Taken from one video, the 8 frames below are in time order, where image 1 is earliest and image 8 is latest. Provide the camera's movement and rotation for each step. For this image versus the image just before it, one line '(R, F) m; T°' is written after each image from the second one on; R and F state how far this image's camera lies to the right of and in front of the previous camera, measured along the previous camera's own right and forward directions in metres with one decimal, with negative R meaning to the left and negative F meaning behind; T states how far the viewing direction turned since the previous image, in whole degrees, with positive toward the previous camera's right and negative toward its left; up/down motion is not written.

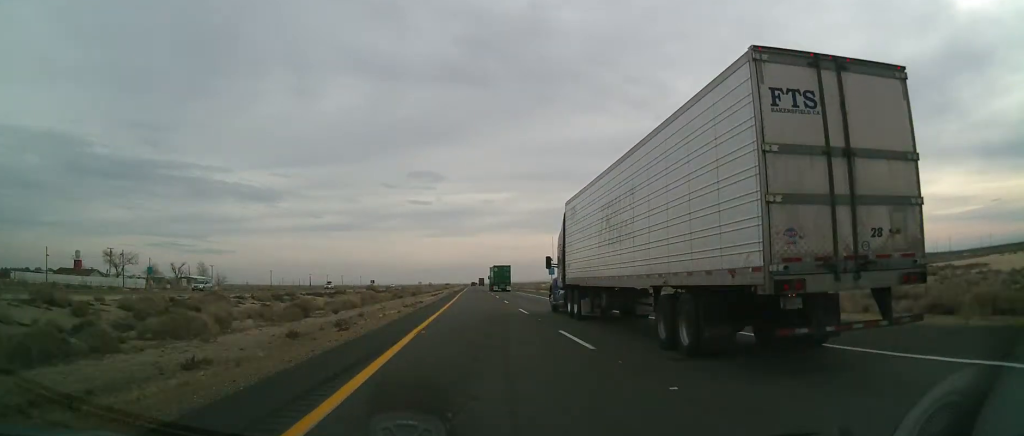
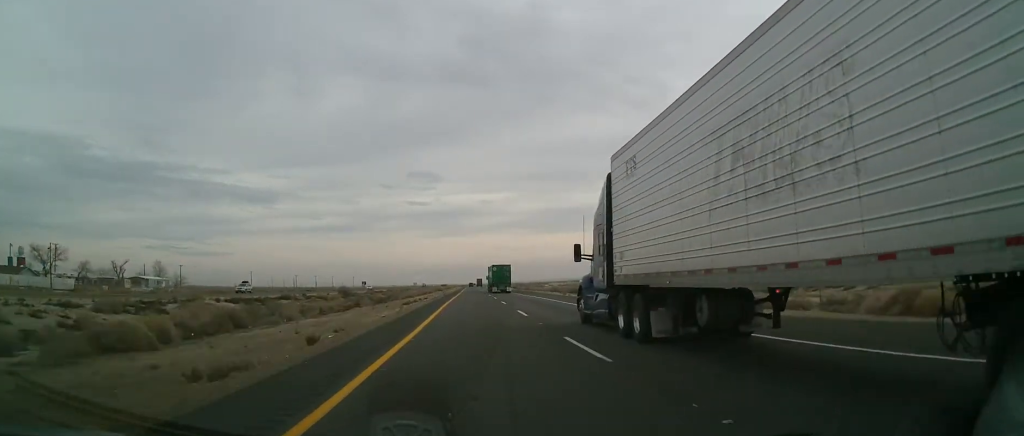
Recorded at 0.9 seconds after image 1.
(-0.3, +30.8) m; 0°
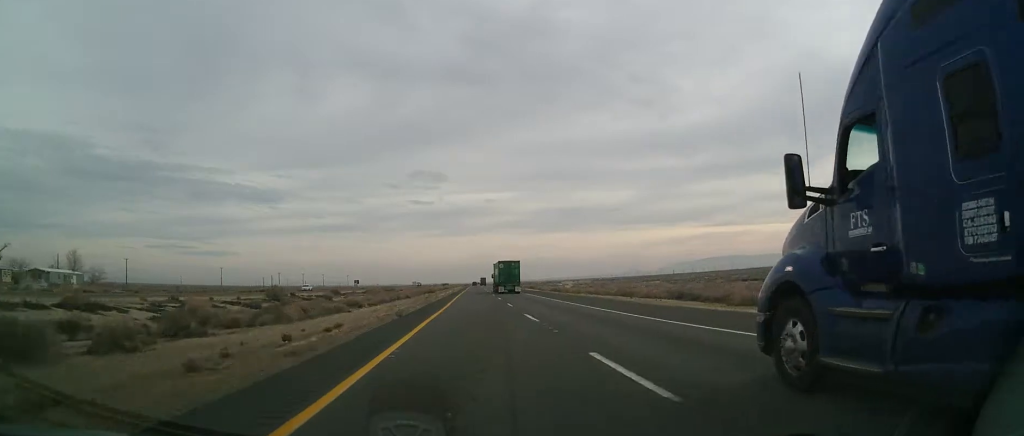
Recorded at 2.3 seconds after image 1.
(+0.5, +47.0) m; +1°
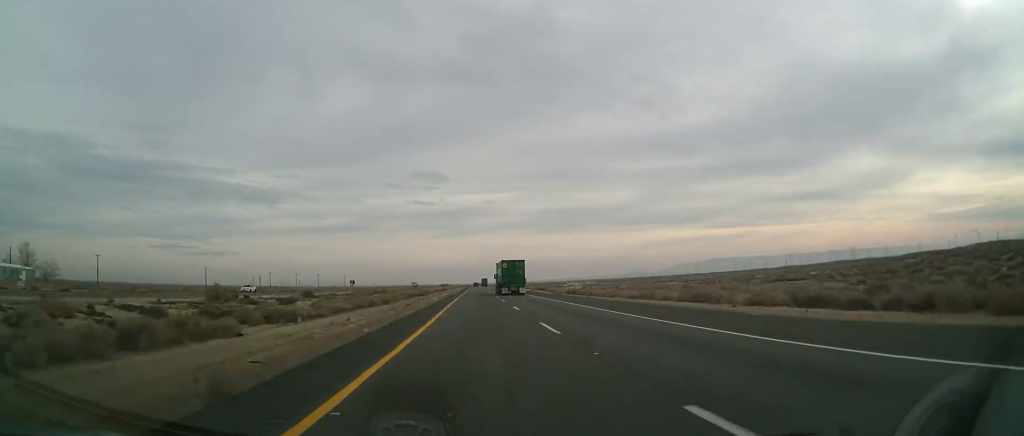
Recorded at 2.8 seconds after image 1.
(0.0, +19.5) m; -1°
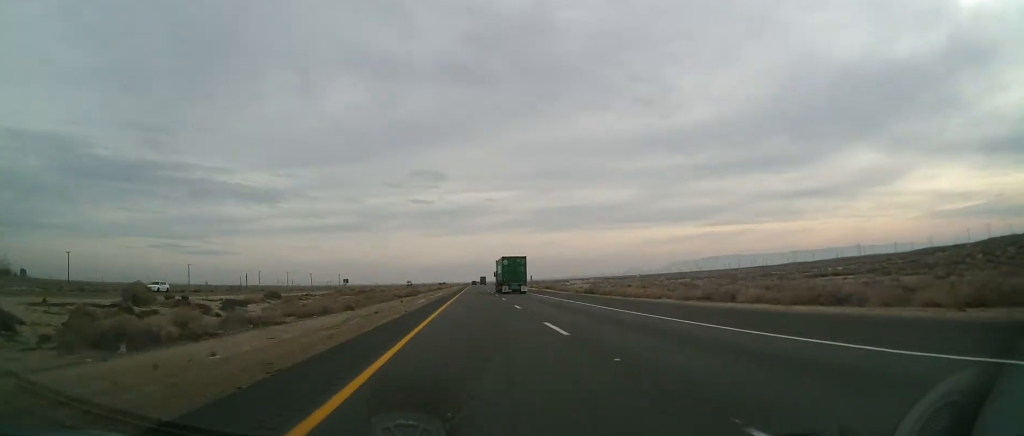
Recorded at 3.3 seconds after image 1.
(0.0, +16.1) m; 0°
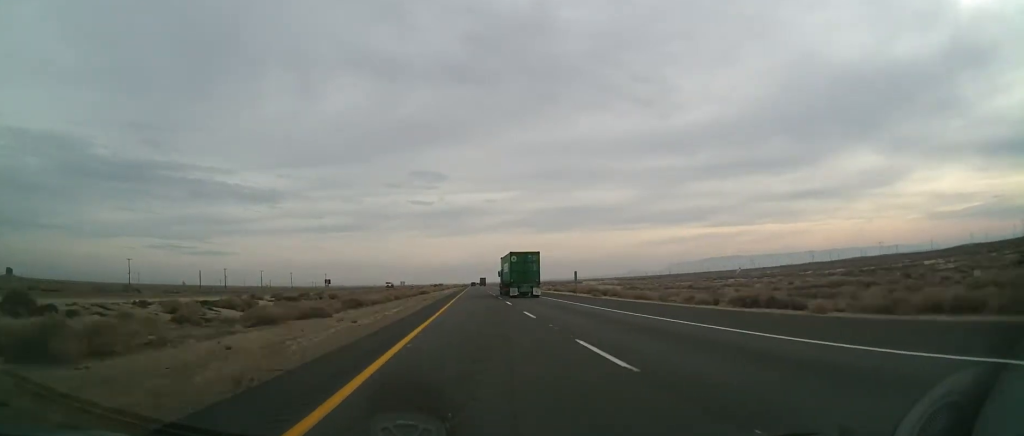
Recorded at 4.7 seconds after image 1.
(-0.2, +49.7) m; +1°
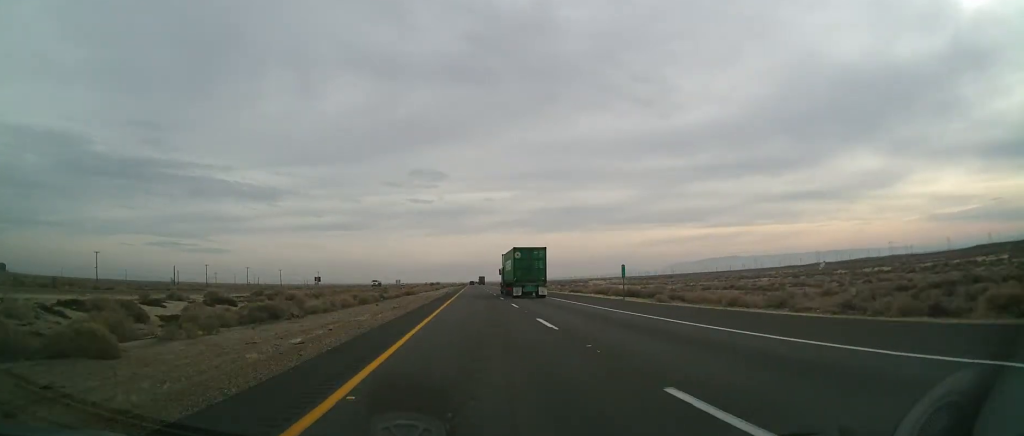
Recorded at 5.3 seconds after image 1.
(+0.1, +20.8) m; 0°
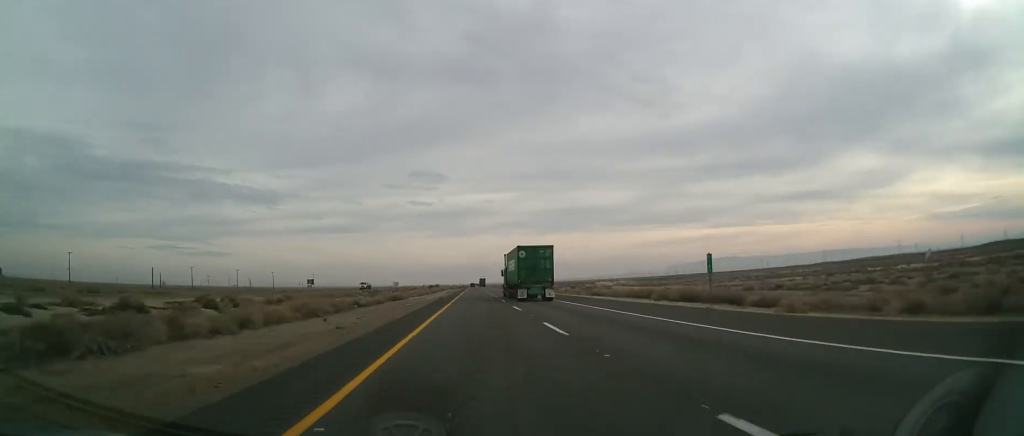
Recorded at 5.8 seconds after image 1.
(0.0, +16.2) m; 0°
